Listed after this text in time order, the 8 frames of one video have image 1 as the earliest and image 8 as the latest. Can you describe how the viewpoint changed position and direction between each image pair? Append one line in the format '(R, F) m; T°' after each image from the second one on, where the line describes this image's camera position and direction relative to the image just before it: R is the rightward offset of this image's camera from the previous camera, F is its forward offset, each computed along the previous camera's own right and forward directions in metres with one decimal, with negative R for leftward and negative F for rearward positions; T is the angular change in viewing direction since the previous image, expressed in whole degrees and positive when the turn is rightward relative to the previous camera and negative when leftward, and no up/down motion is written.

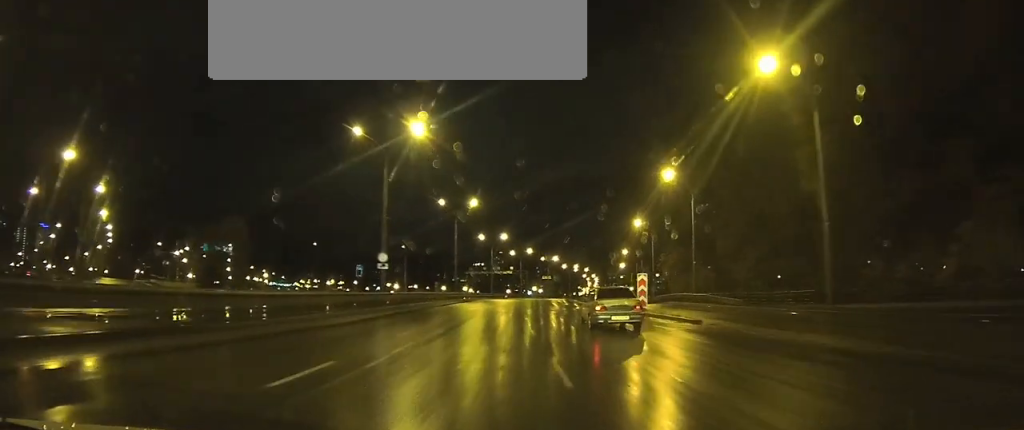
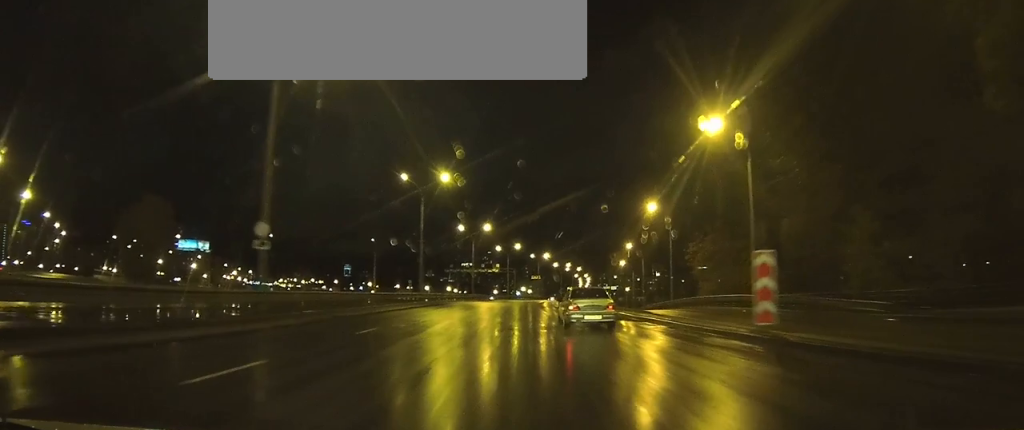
(+0.2, +17.4) m; +1°
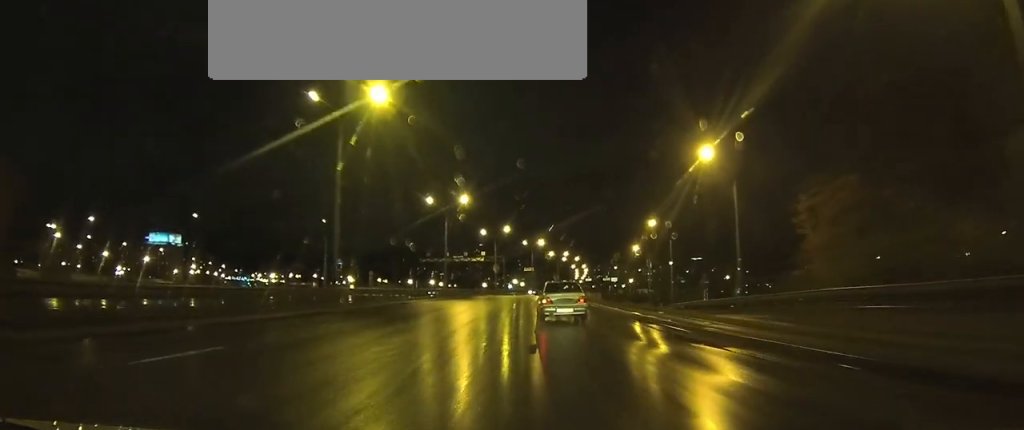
(+0.7, +24.9) m; +3°
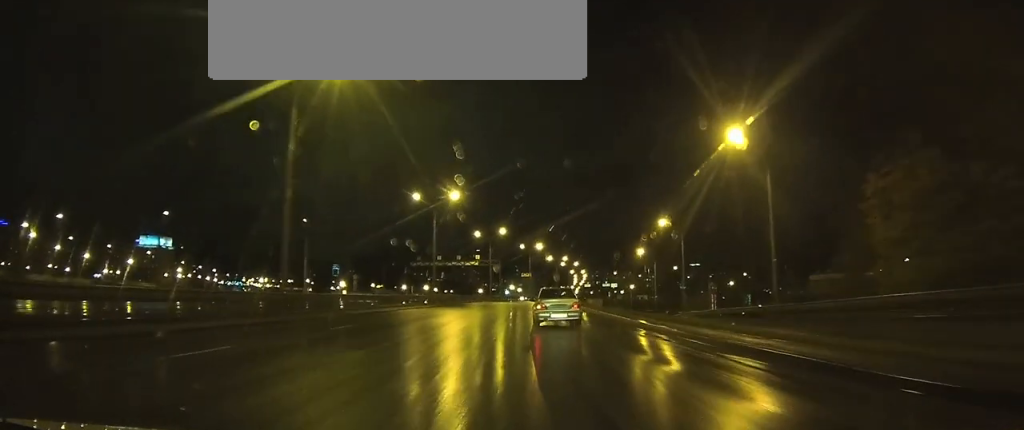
(+0.1, +7.4) m; 0°
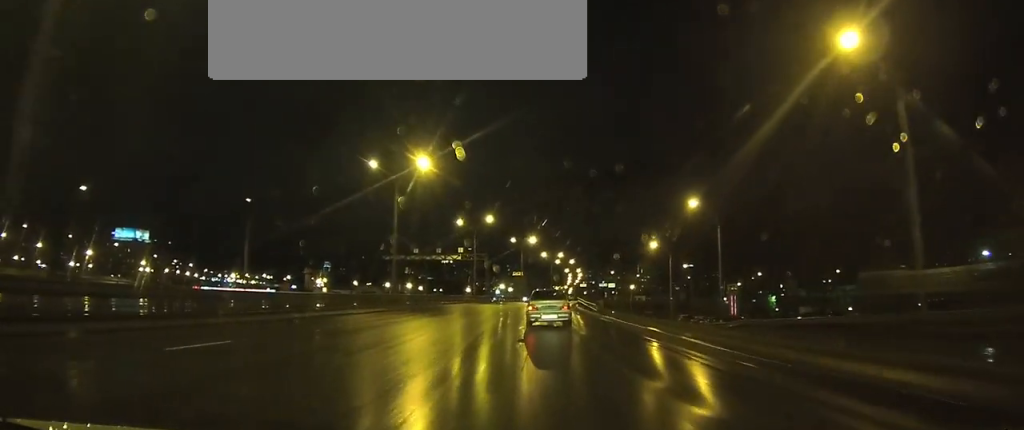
(0.0, +16.7) m; 0°
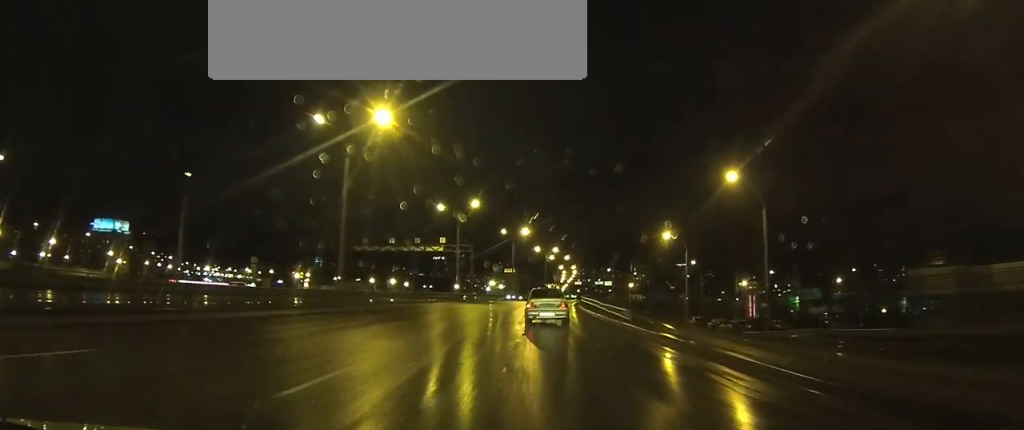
(0.0, +12.7) m; 0°
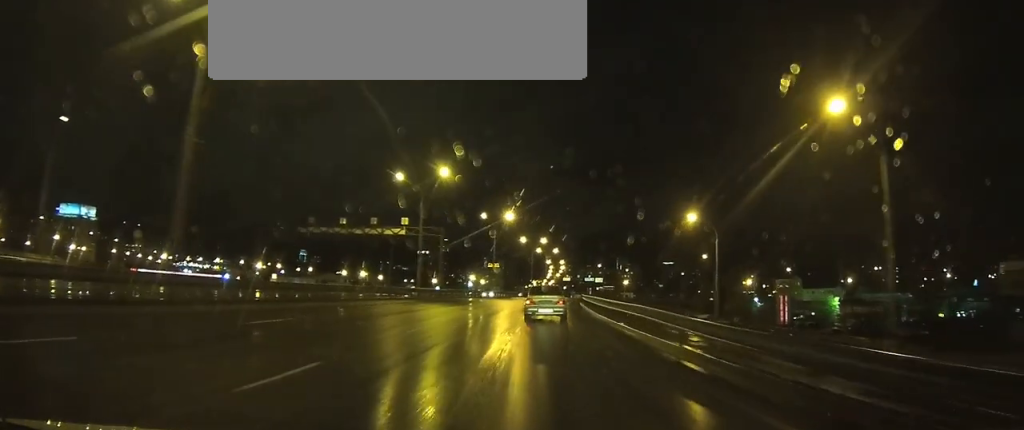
(0.0, +17.3) m; 0°
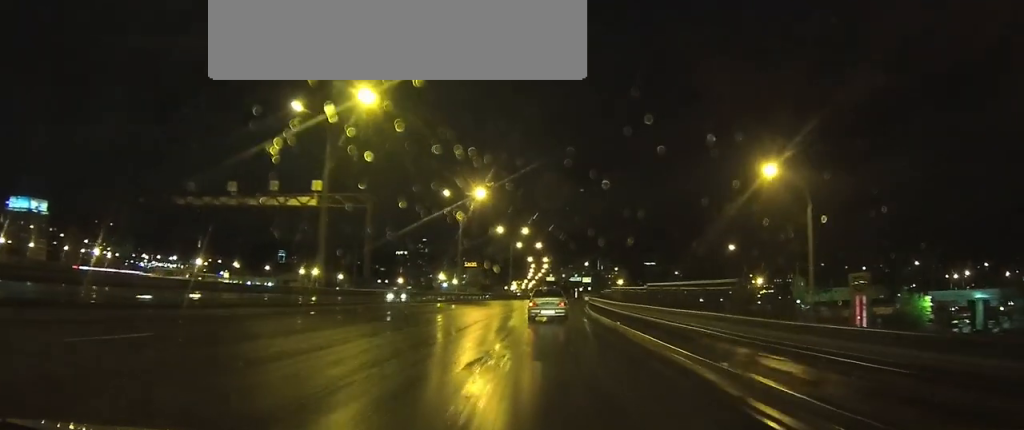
(0.0, +23.0) m; +1°
